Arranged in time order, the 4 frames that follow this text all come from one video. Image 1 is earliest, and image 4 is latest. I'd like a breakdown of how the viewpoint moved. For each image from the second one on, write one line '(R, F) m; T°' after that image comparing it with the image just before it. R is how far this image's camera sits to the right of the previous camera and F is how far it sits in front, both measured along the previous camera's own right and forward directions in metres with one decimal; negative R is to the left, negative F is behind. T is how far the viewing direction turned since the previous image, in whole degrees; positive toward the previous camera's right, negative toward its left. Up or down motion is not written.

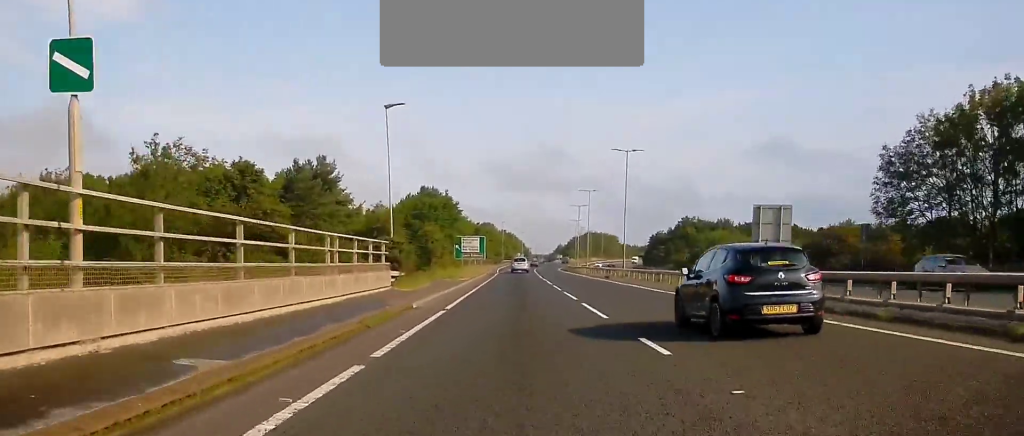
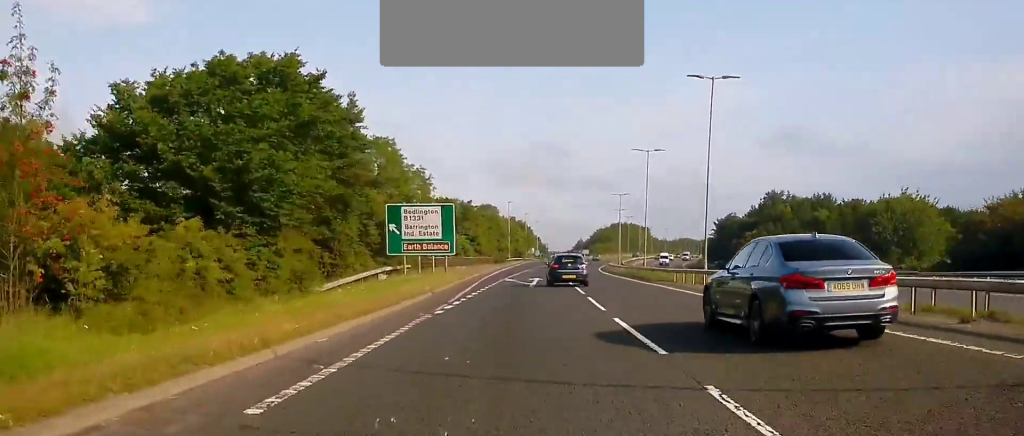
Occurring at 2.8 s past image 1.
(0.0, +60.0) m; -1°
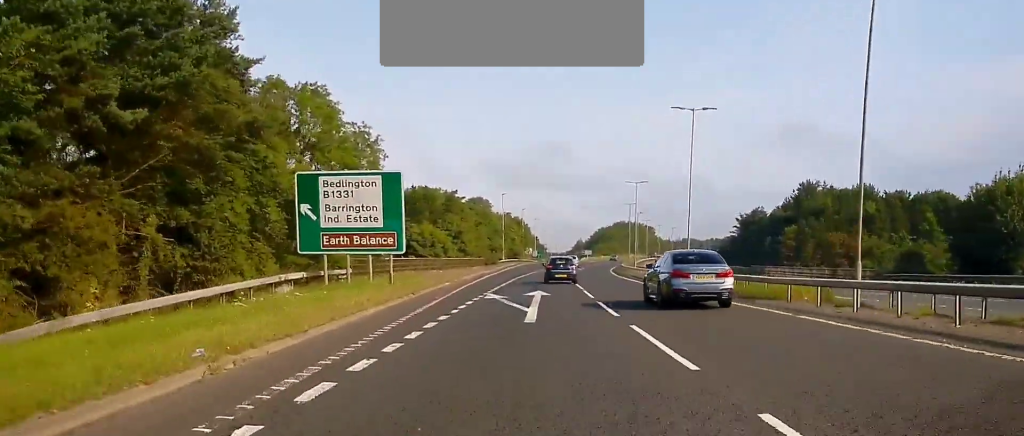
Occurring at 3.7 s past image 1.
(-0.1, +18.6) m; 0°
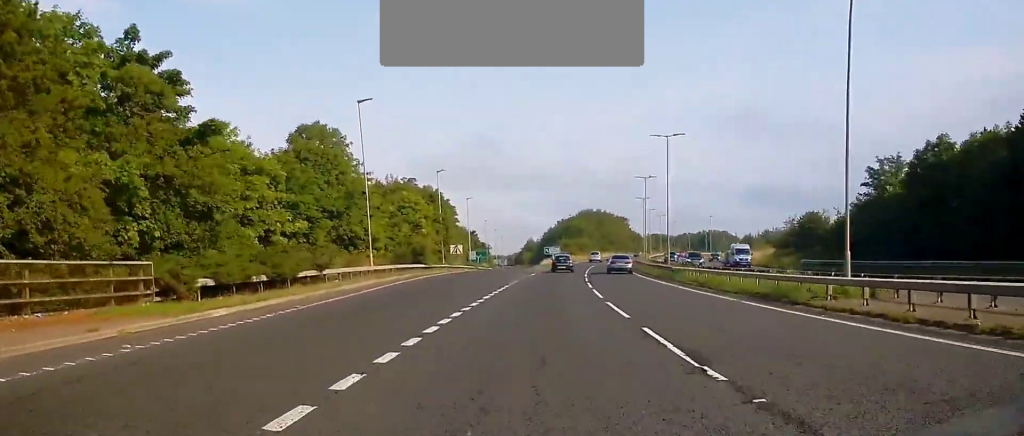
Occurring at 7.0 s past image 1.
(+1.5, +70.5) m; +3°
